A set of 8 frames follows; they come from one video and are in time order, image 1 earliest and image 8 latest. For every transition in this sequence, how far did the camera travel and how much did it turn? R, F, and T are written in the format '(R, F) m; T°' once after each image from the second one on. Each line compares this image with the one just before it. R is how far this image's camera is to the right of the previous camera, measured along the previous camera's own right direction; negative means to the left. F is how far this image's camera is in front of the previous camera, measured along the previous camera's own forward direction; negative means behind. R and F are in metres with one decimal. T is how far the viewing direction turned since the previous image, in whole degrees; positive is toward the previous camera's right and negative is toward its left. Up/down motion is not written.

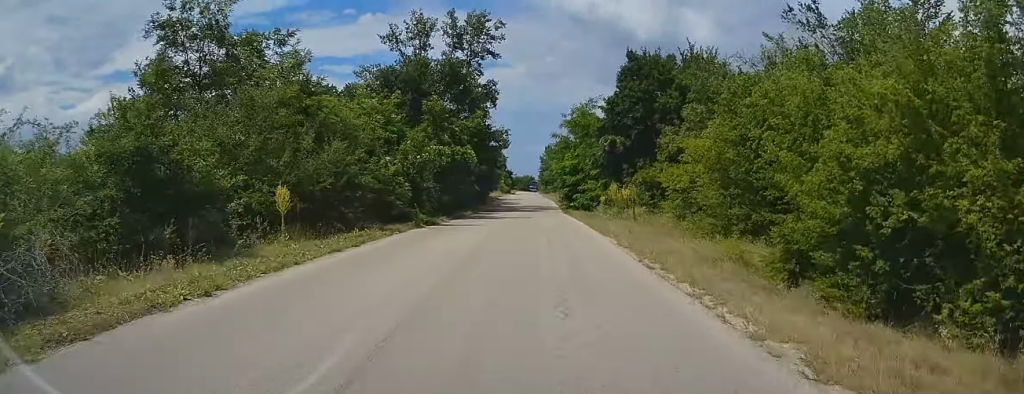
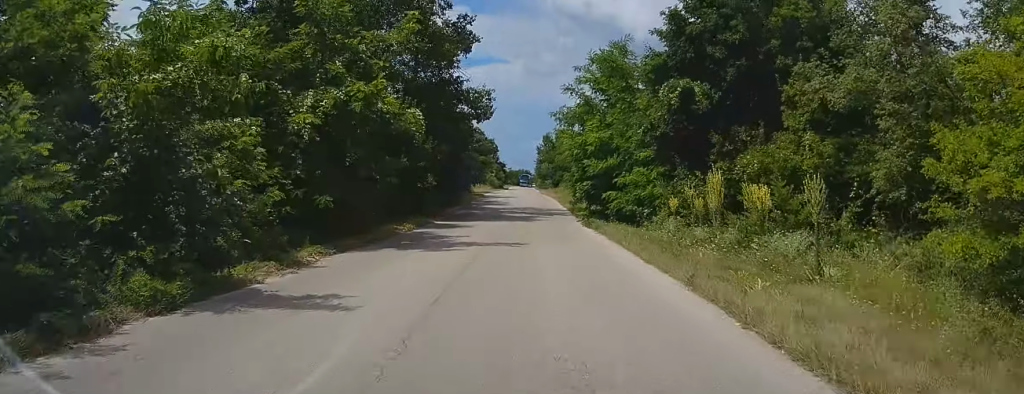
(+0.1, +18.3) m; +1°
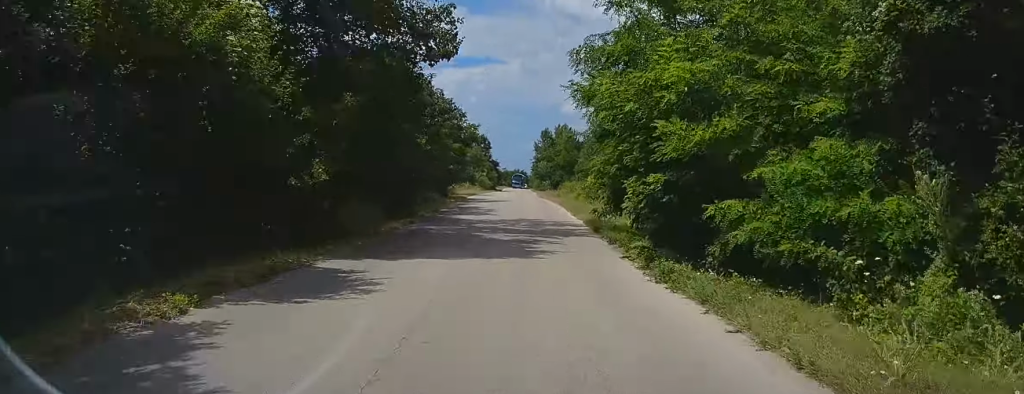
(+0.1, +13.6) m; 0°
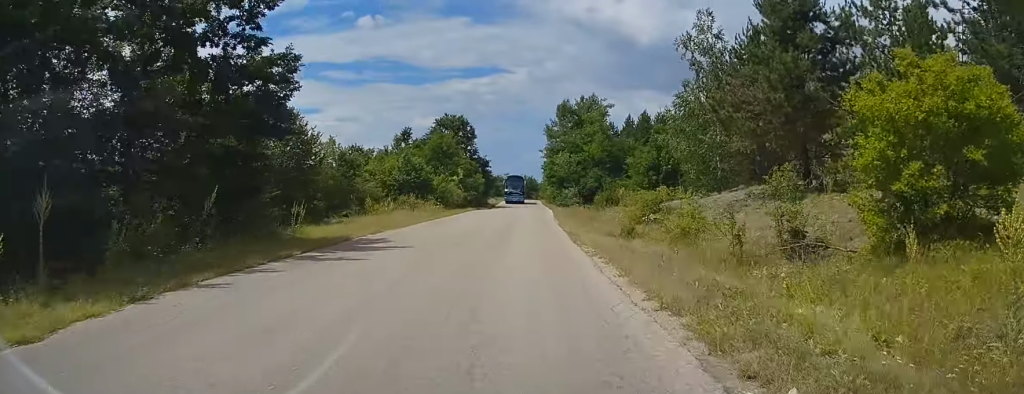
(-0.1, +46.7) m; -1°
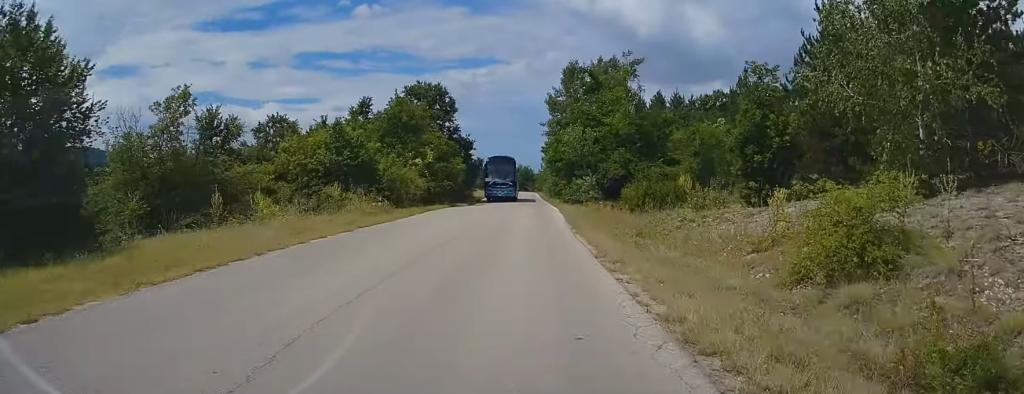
(-0.1, +17.0) m; 0°
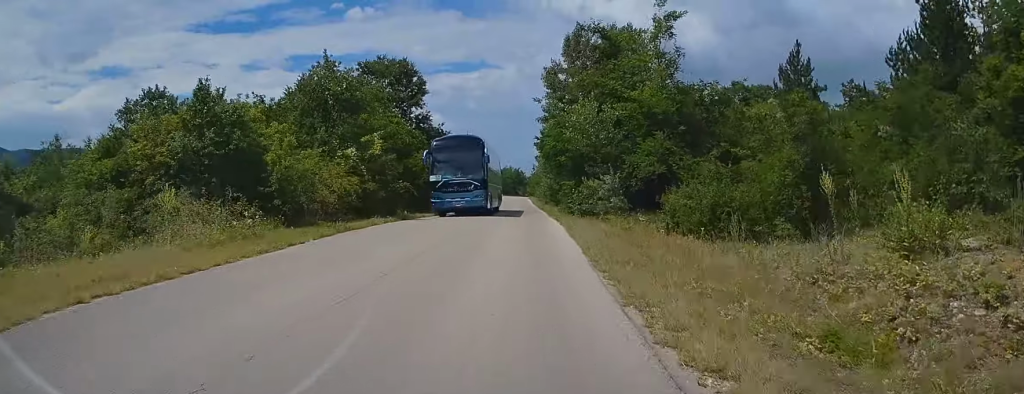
(0.0, +13.0) m; 0°
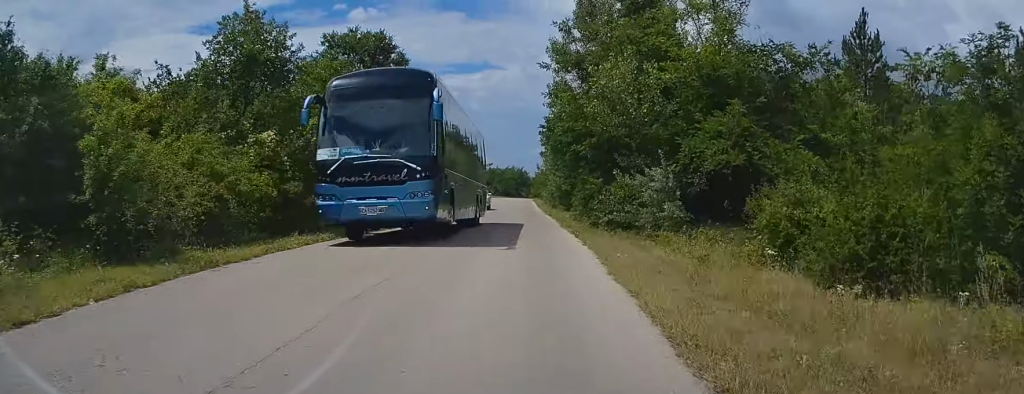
(+0.1, +8.6) m; 0°
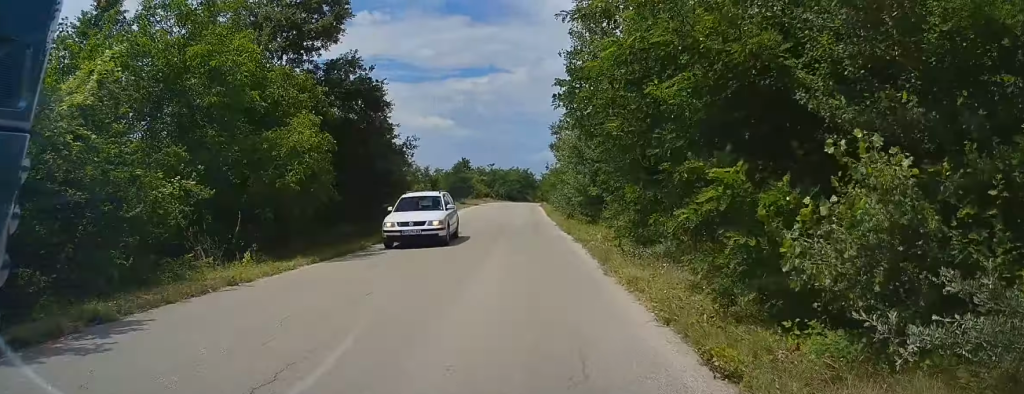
(-0.1, +13.0) m; -2°
